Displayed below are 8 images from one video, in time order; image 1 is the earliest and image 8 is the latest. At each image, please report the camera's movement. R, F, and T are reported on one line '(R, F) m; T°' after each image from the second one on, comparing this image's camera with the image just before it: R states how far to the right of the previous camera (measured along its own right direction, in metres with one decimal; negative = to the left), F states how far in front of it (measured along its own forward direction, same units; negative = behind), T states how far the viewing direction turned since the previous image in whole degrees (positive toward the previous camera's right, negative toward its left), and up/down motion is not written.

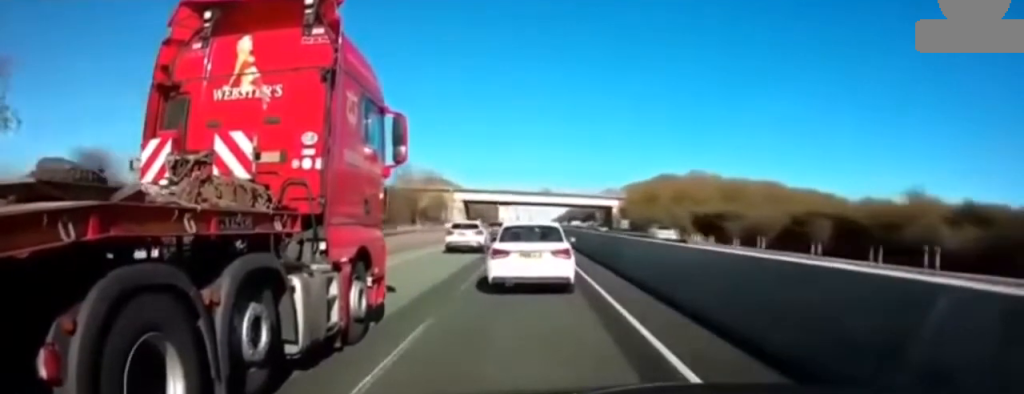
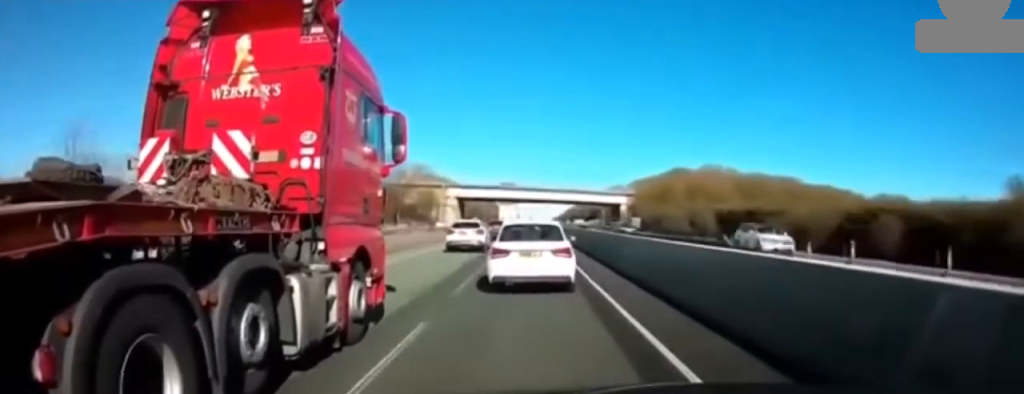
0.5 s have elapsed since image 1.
(-0.1, +10.3) m; 0°
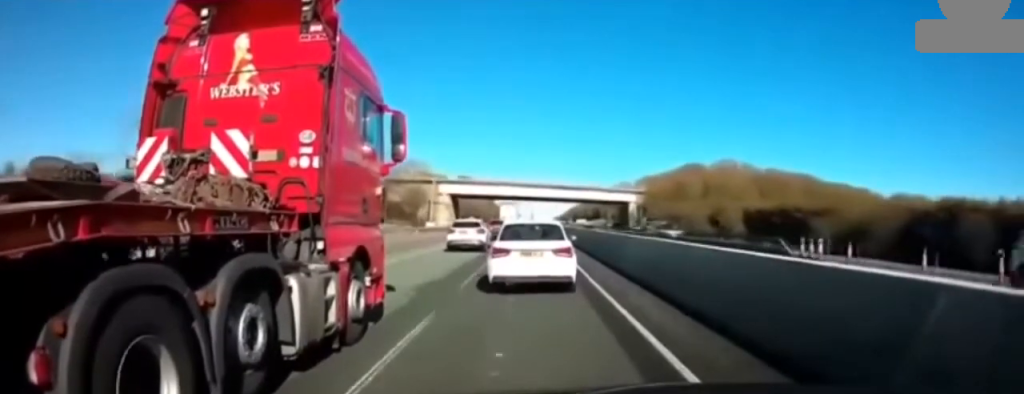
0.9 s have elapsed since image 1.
(+0.1, +9.4) m; 0°
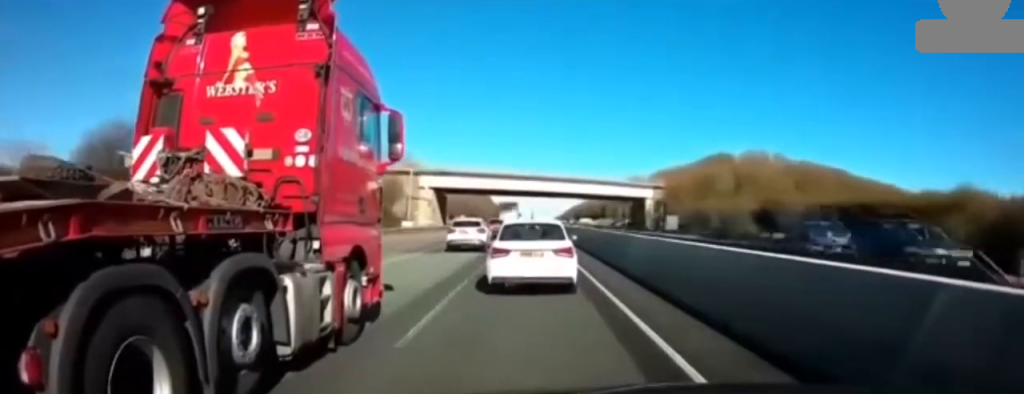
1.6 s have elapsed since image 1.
(+0.2, +15.3) m; 0°
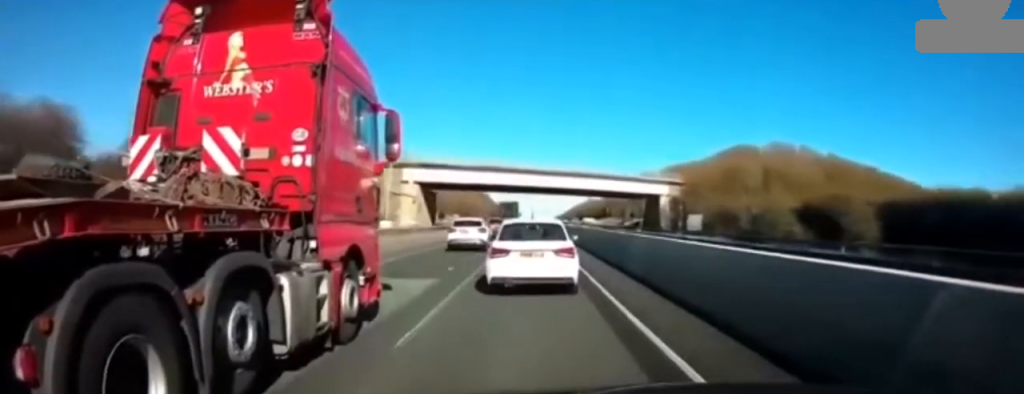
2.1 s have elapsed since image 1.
(-0.1, +10.2) m; 0°
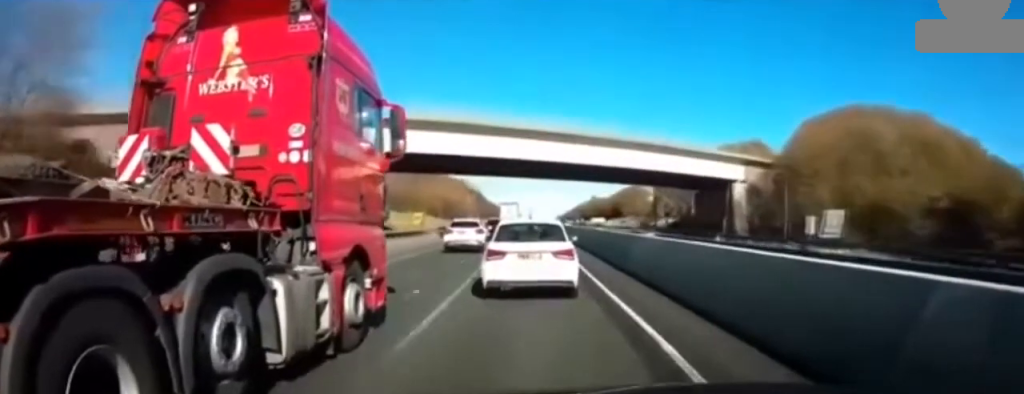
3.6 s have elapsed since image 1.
(-0.4, +30.4) m; 0°
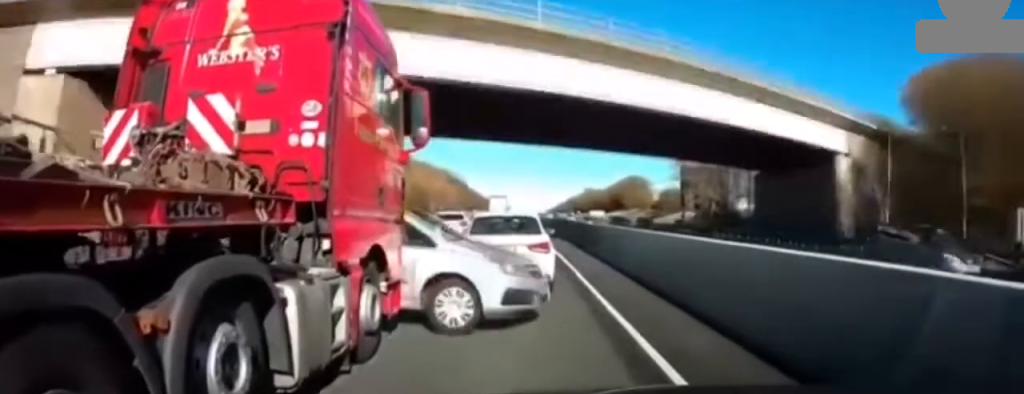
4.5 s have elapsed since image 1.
(+0.2, +20.0) m; +1°
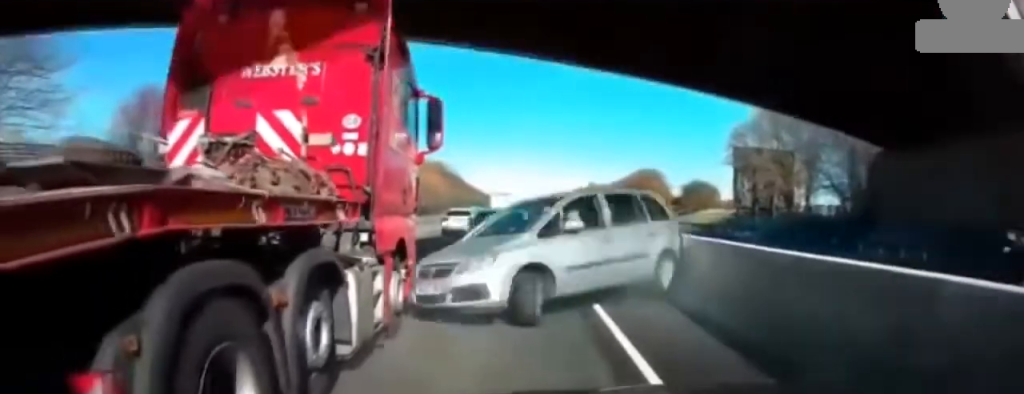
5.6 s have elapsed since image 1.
(+0.1, +21.3) m; -1°
